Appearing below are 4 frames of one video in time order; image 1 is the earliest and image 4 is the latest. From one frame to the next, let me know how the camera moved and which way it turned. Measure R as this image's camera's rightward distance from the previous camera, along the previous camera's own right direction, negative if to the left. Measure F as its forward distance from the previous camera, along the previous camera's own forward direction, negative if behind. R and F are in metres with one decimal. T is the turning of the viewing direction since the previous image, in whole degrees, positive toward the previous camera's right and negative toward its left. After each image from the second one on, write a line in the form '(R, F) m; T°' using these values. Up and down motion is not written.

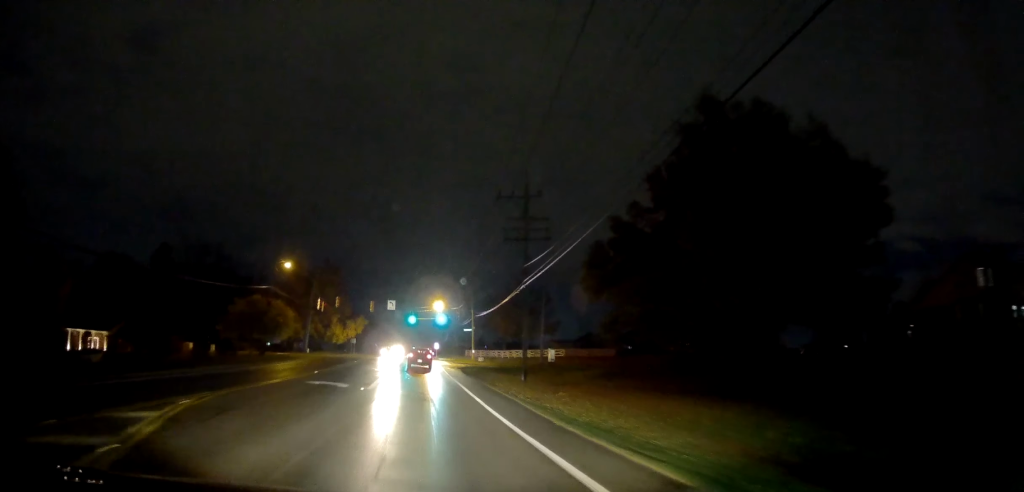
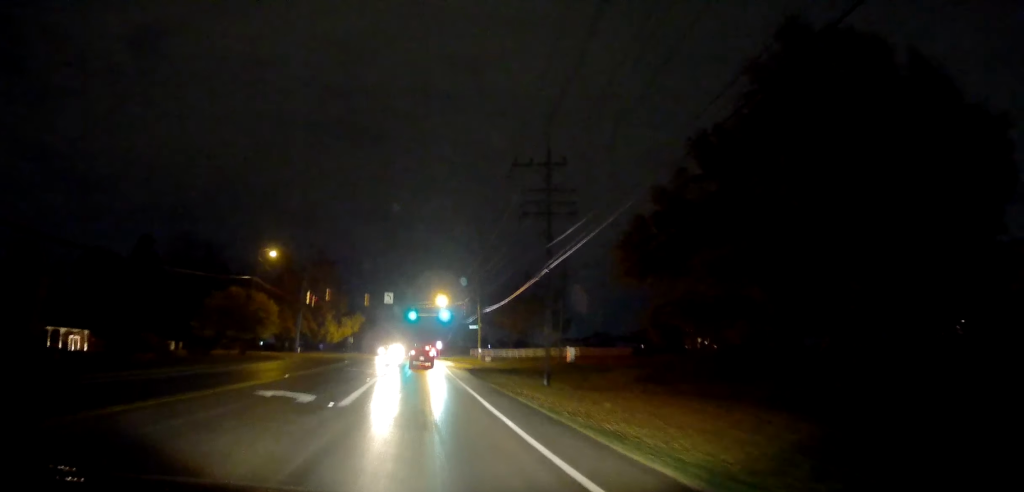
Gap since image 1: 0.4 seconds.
(0.0, +7.2) m; 0°
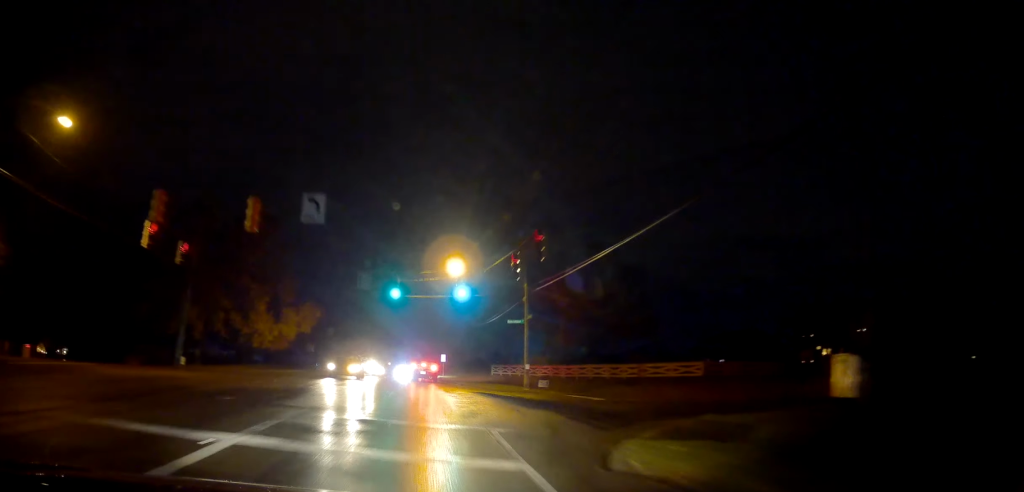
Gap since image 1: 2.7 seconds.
(0.0, +36.9) m; 0°
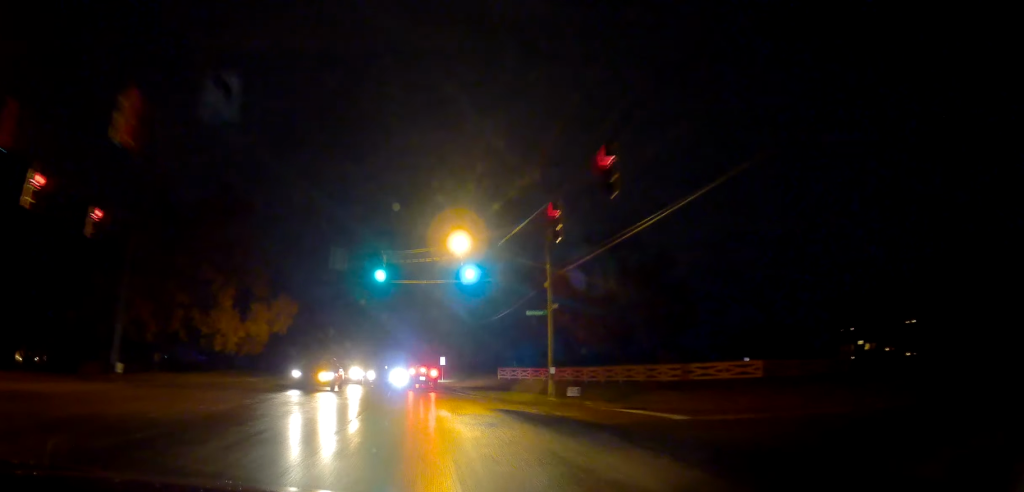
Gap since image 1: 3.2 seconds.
(0.0, +8.8) m; -1°
